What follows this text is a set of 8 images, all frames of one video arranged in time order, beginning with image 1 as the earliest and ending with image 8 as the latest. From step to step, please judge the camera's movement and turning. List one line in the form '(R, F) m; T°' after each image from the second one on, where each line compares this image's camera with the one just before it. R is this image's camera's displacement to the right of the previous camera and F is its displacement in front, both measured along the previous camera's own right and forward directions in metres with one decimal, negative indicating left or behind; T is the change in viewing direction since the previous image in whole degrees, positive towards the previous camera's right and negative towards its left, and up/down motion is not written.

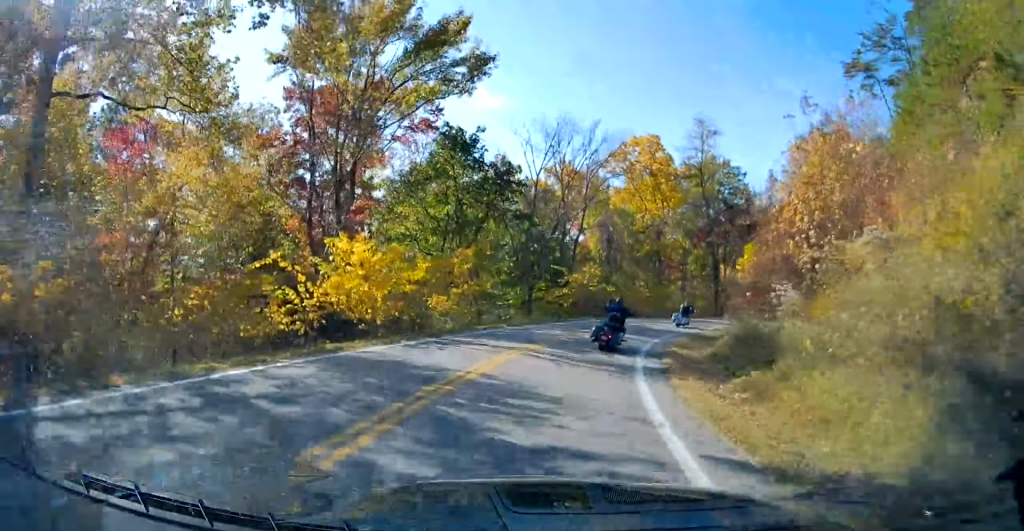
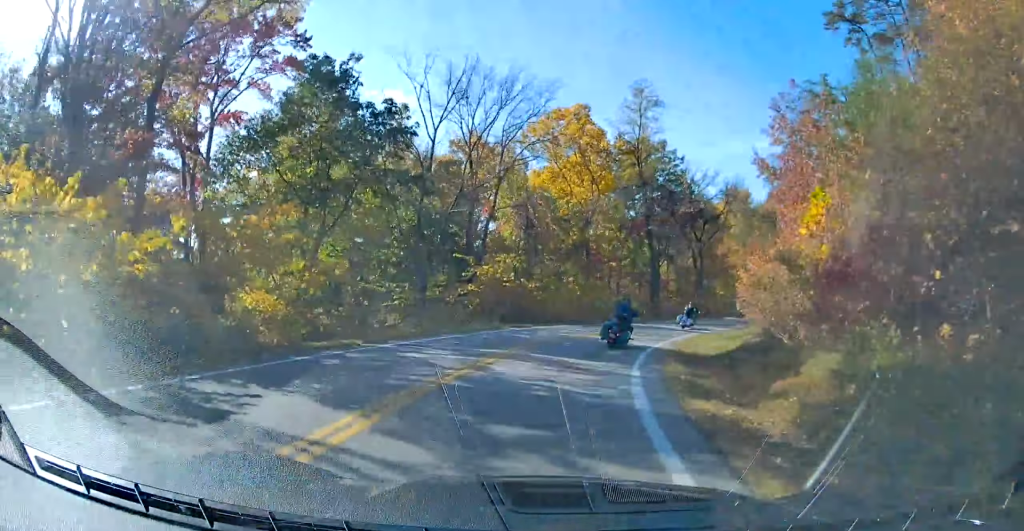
(+0.7, +12.1) m; +9°
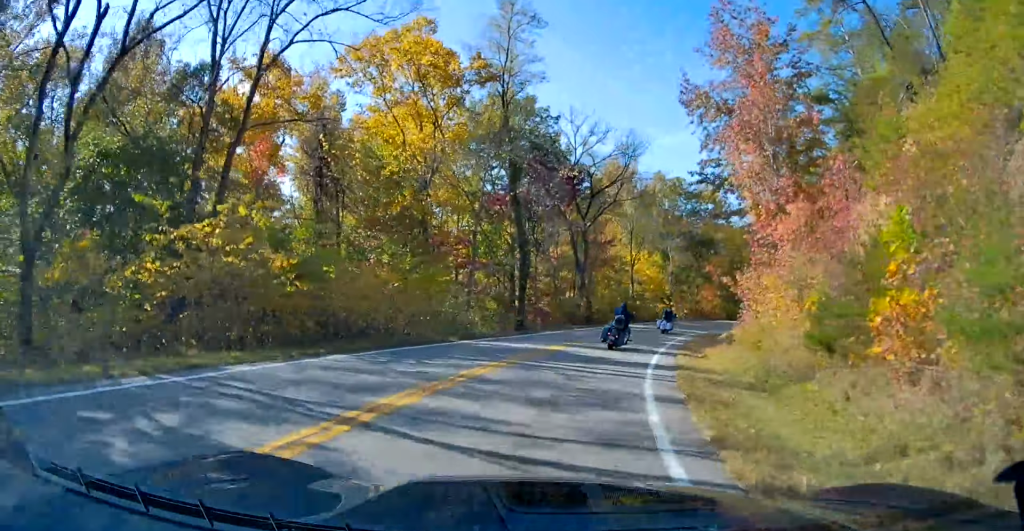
(+2.4, +19.4) m; +14°
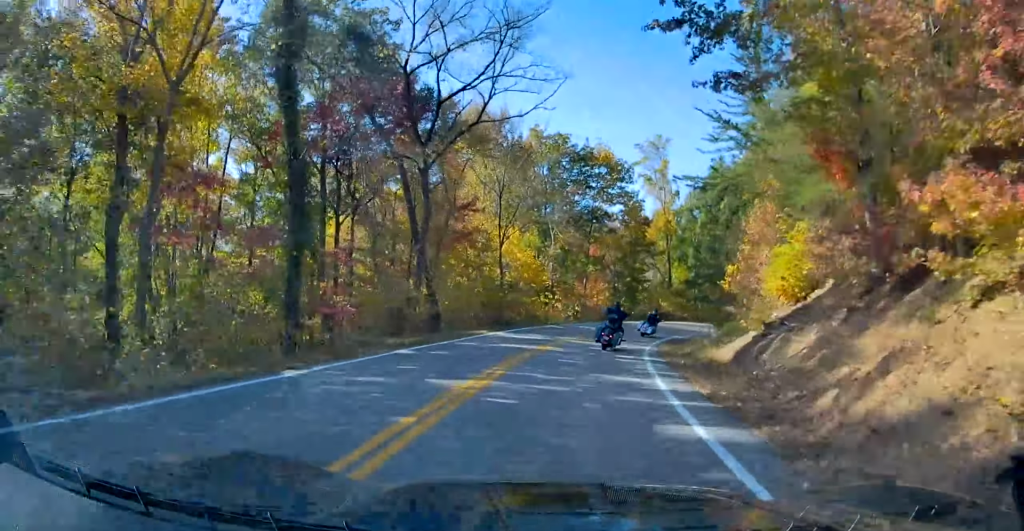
(+2.8, +20.6) m; +14°
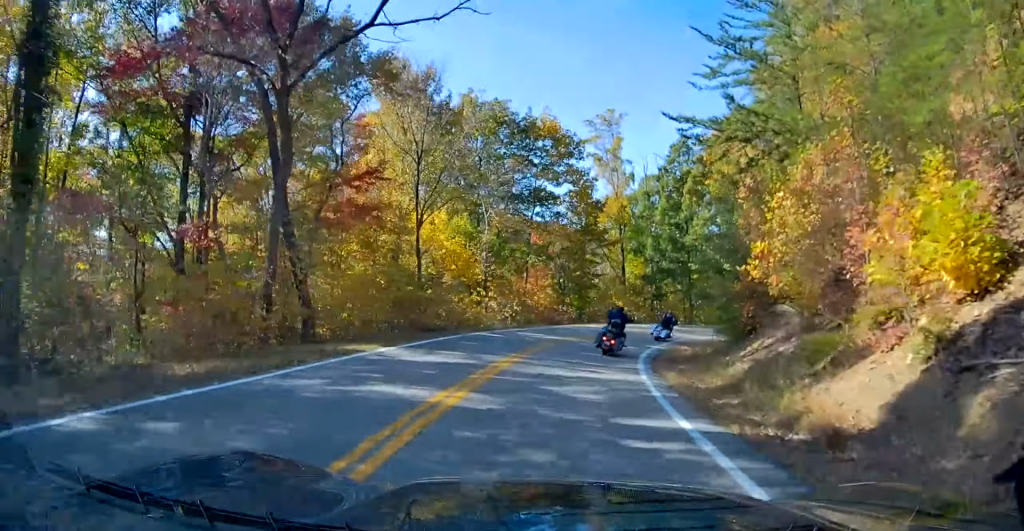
(+0.6, +10.5) m; +6°
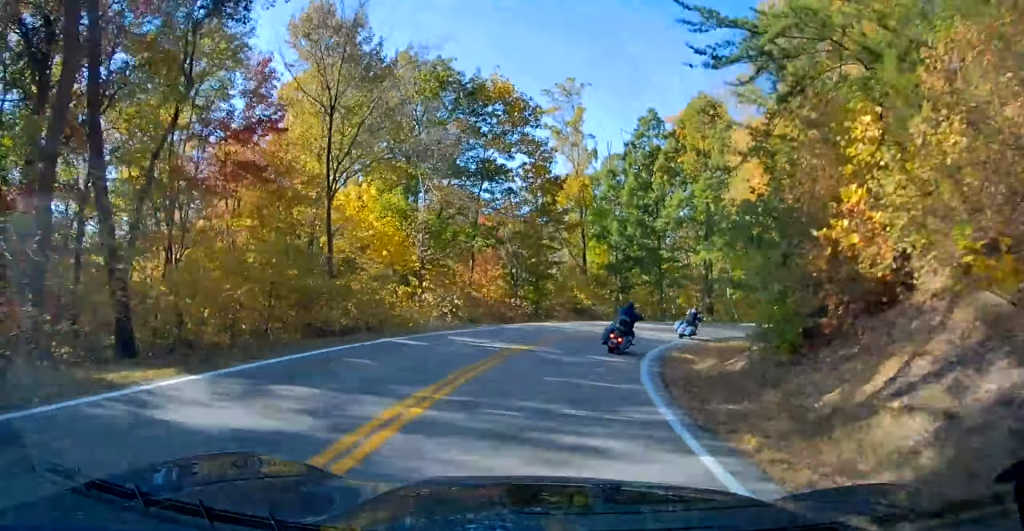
(+0.4, +8.1) m; +5°
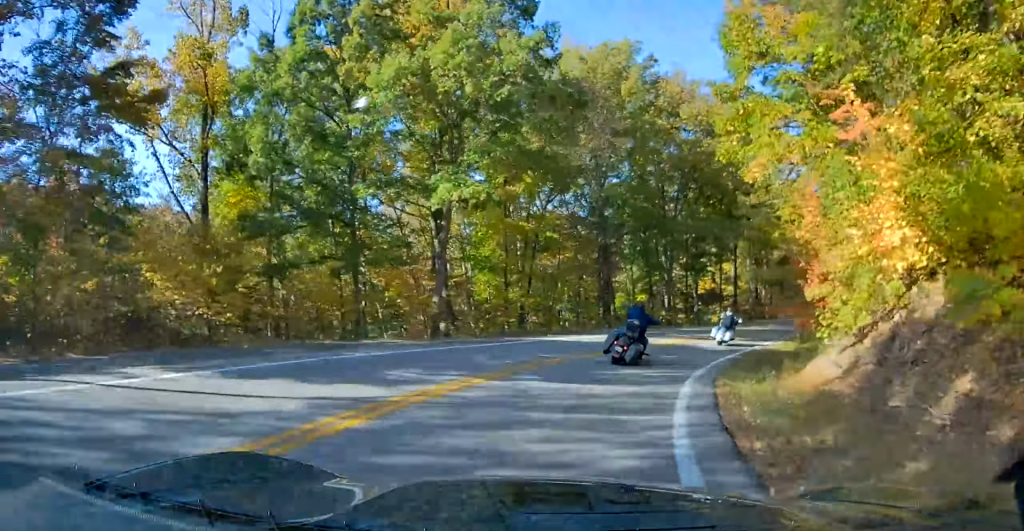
(+4.8, +29.6) m; +21°
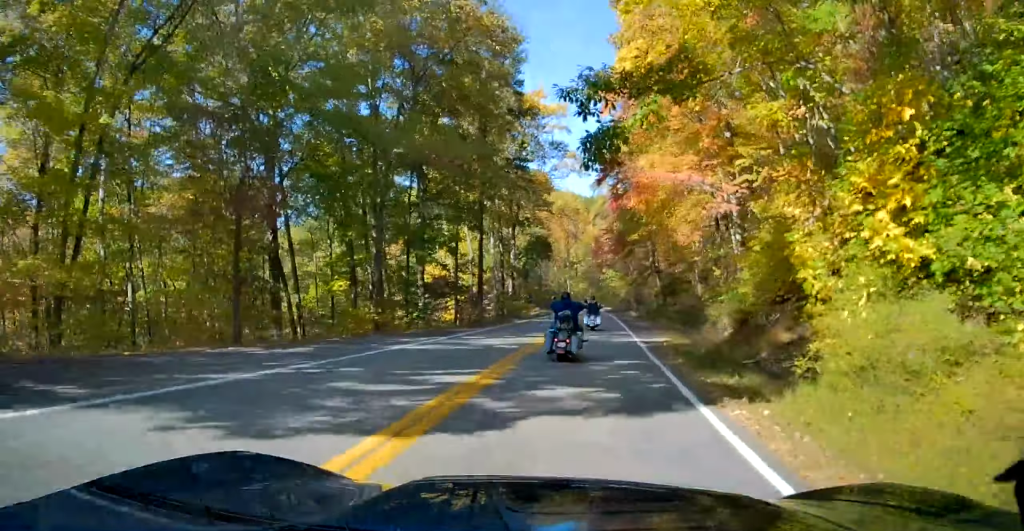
(+4.3, +23.6) m; +19°
